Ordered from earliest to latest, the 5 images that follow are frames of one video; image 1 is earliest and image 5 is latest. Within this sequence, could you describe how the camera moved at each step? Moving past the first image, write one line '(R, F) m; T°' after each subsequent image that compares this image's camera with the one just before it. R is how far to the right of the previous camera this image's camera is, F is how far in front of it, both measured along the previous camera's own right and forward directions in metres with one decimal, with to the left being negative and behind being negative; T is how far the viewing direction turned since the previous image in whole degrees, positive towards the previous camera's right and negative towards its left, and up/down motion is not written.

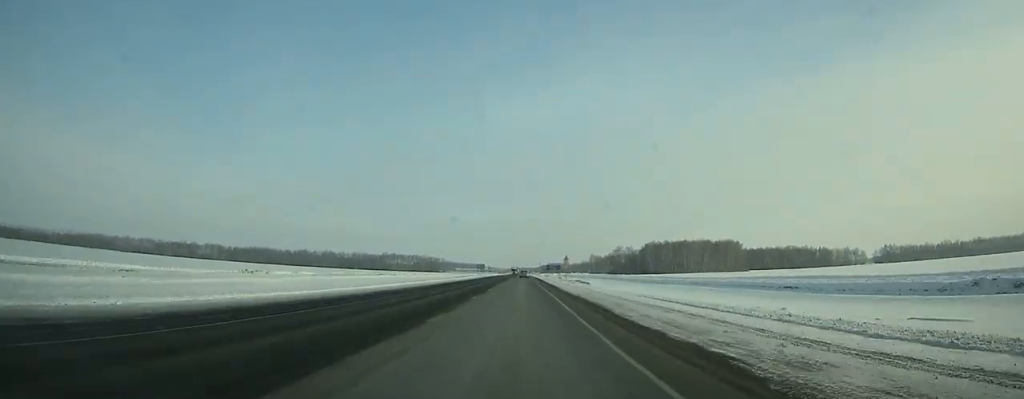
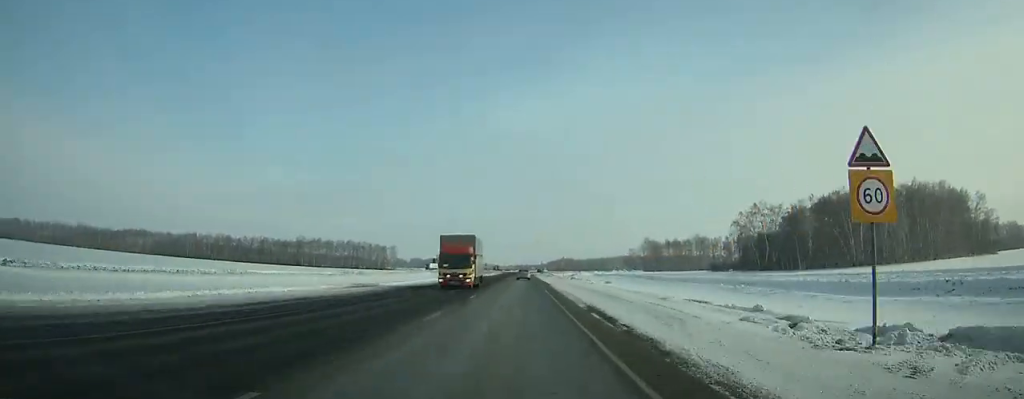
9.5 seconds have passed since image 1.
(-0.1, +228.6) m; 0°
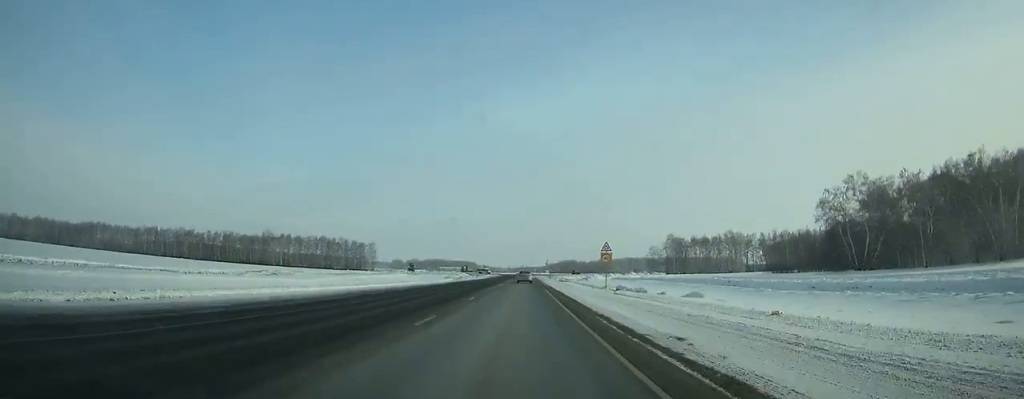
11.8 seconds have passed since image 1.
(0.0, +48.7) m; 0°
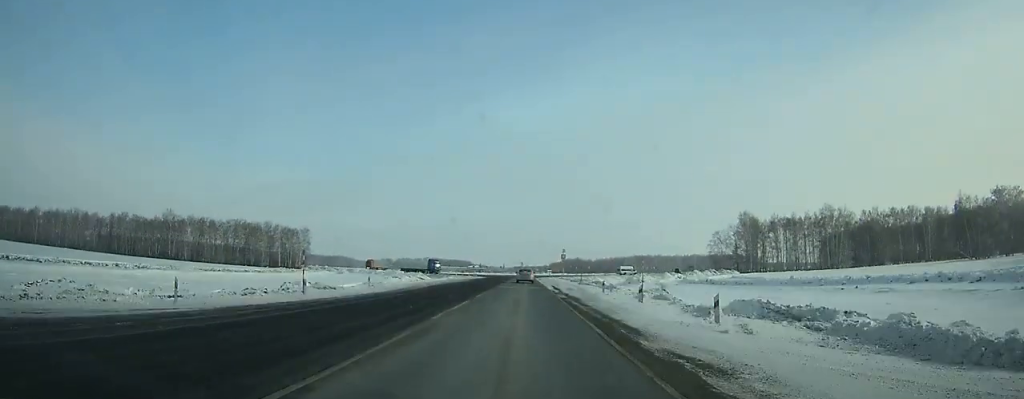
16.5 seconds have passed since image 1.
(+0.1, +91.2) m; 0°
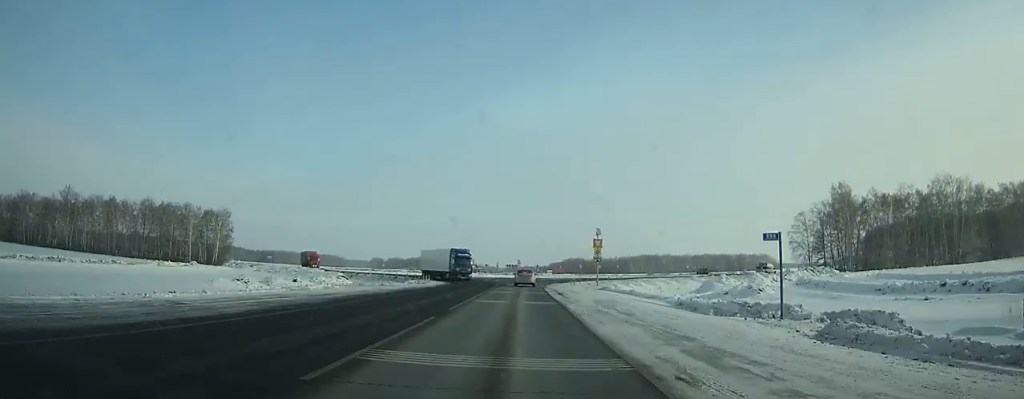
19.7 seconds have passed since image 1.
(0.0, +52.2) m; +1°
